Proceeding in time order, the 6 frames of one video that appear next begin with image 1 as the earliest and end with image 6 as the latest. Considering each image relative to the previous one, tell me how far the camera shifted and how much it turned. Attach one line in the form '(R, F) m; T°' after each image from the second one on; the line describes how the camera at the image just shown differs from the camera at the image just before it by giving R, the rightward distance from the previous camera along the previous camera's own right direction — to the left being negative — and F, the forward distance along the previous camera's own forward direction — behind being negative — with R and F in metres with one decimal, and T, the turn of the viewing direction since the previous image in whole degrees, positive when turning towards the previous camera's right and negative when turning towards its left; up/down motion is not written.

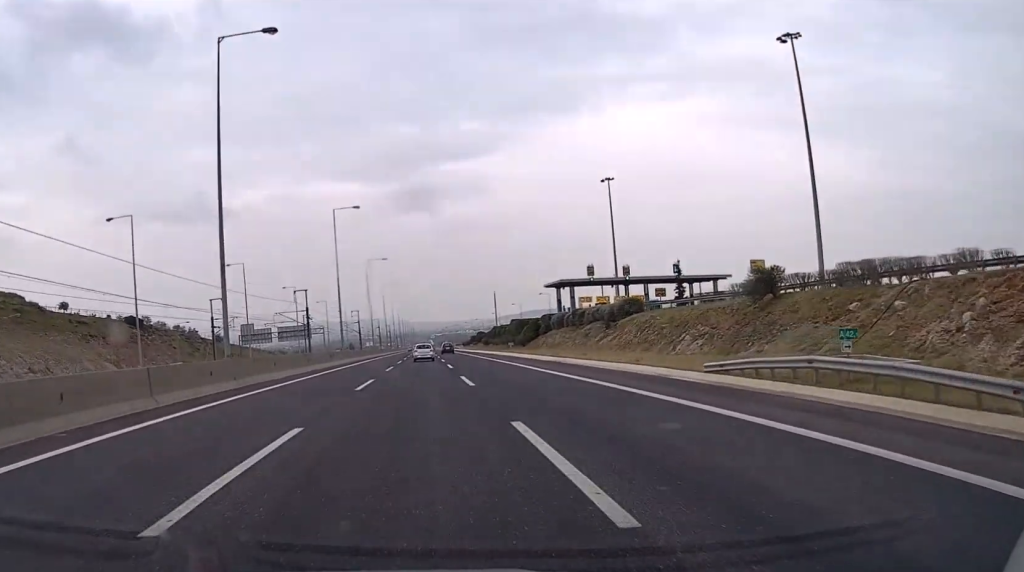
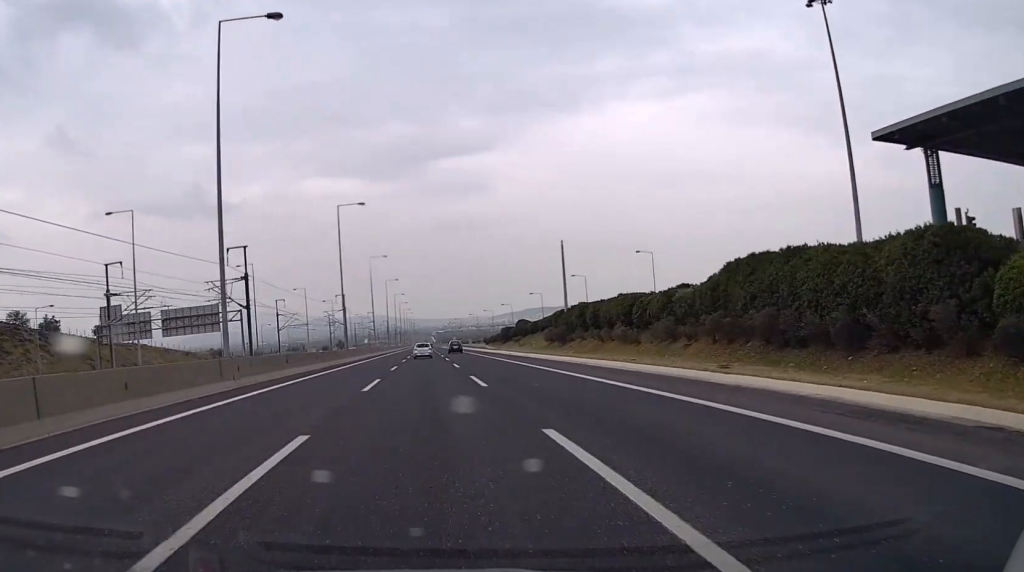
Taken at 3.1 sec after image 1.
(-0.4, +91.8) m; 0°
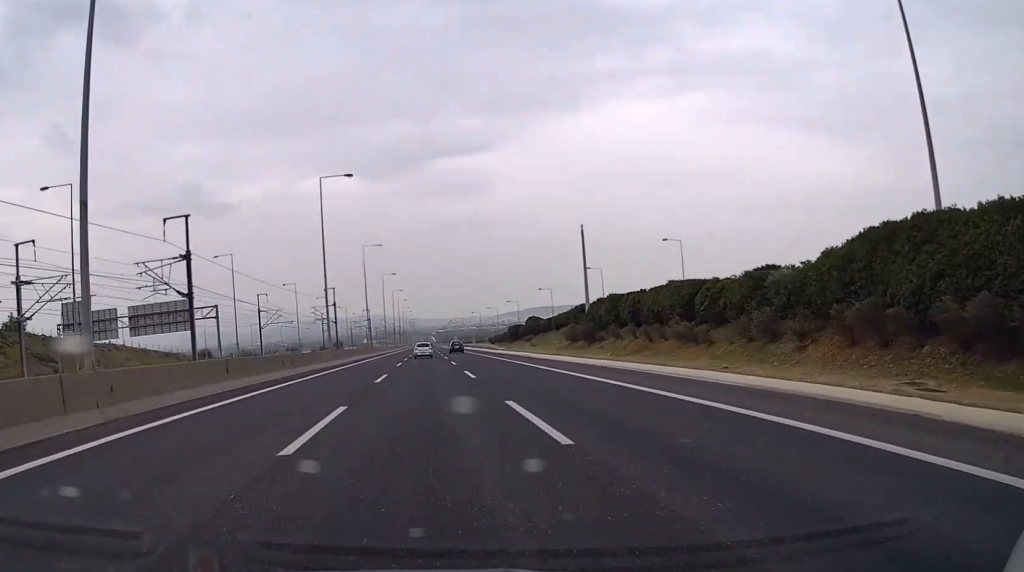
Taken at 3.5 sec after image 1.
(0.0, +13.0) m; 0°
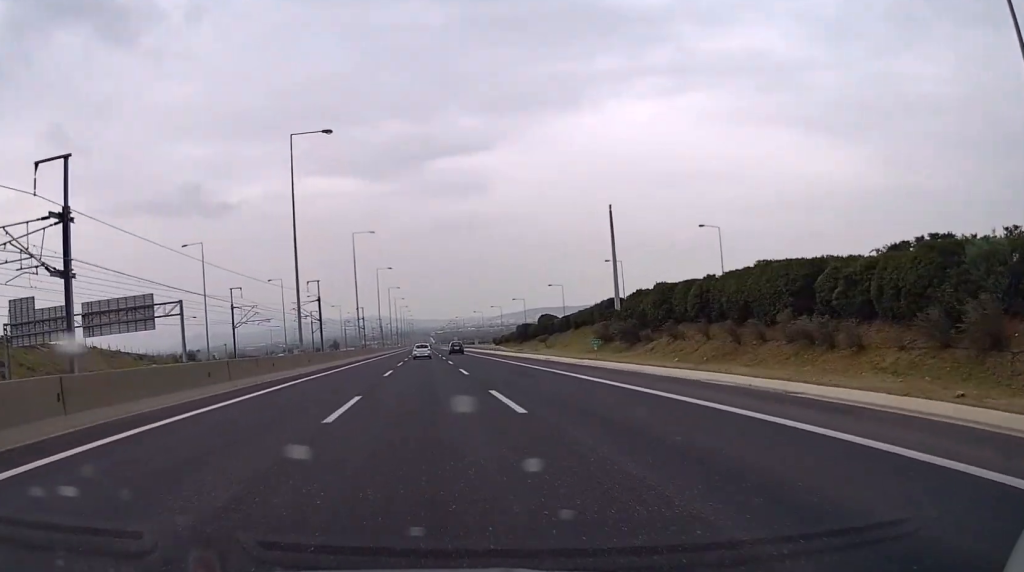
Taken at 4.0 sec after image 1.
(0.0, +14.0) m; 0°
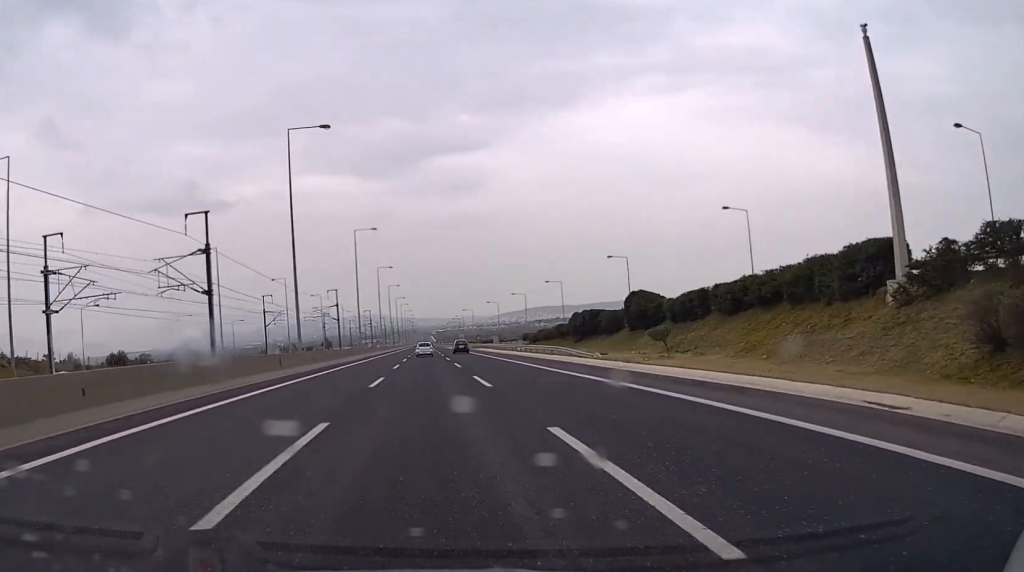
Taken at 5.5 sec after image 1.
(+0.2, +45.9) m; 0°
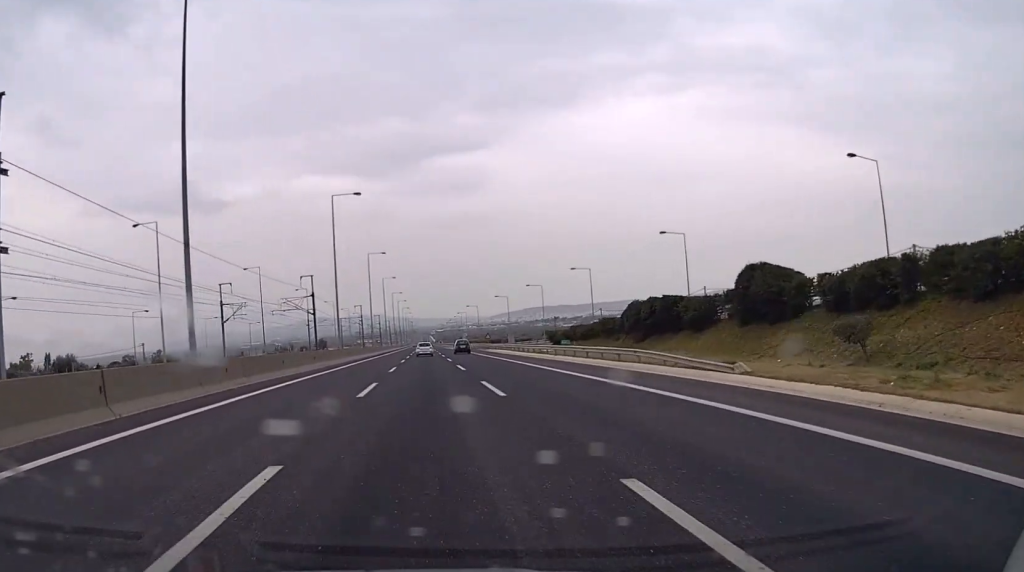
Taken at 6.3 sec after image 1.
(-0.1, +23.0) m; 0°
